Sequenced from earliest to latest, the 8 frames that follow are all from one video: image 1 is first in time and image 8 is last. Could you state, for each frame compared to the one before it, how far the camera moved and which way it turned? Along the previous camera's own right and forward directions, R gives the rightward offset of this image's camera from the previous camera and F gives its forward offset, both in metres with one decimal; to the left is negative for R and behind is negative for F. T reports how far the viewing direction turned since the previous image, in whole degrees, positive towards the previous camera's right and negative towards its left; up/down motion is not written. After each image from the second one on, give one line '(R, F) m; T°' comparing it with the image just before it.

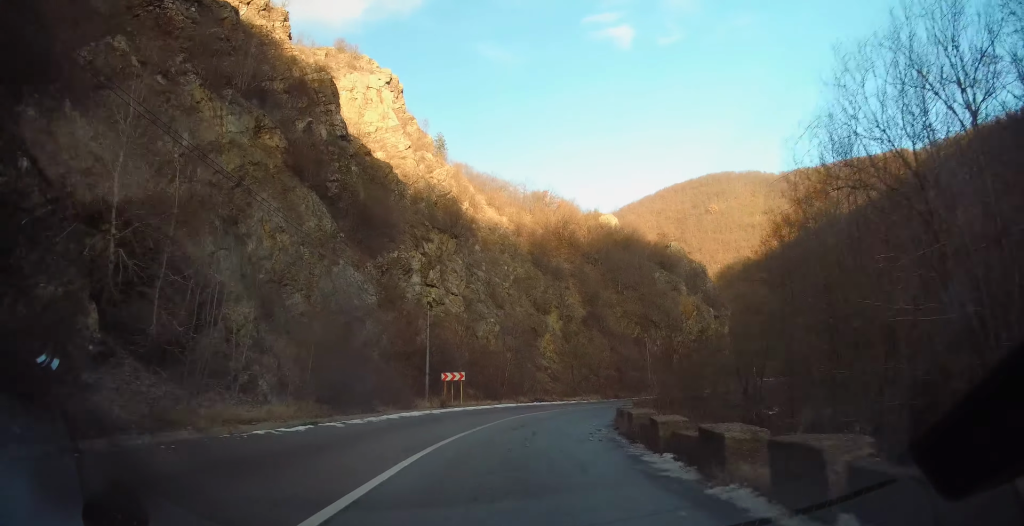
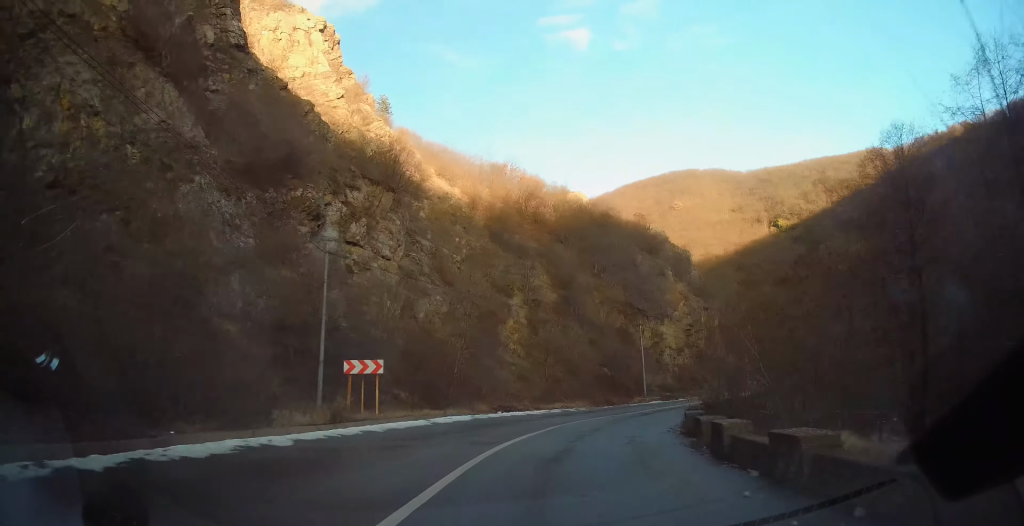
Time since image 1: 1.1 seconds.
(+0.3, +16.0) m; +8°
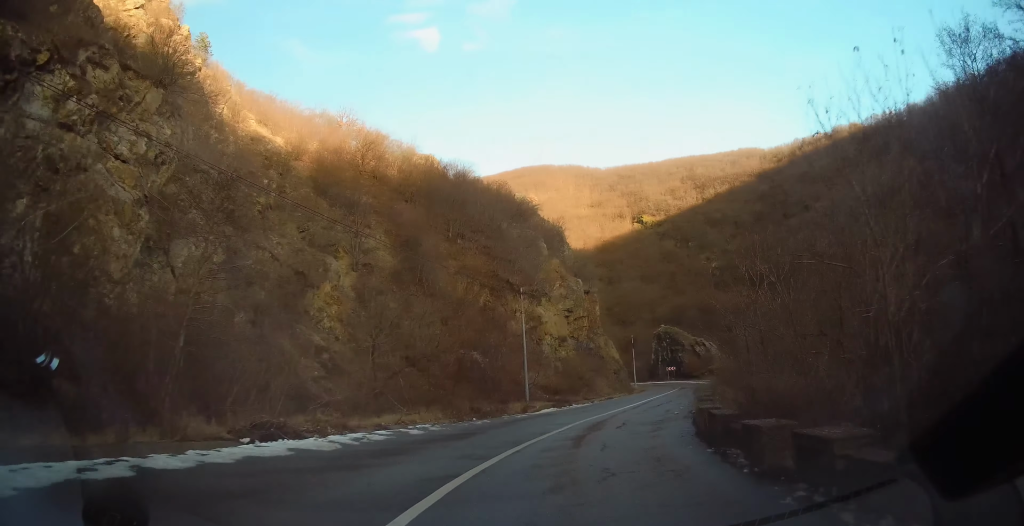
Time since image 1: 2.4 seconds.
(+2.8, +16.6) m; +18°
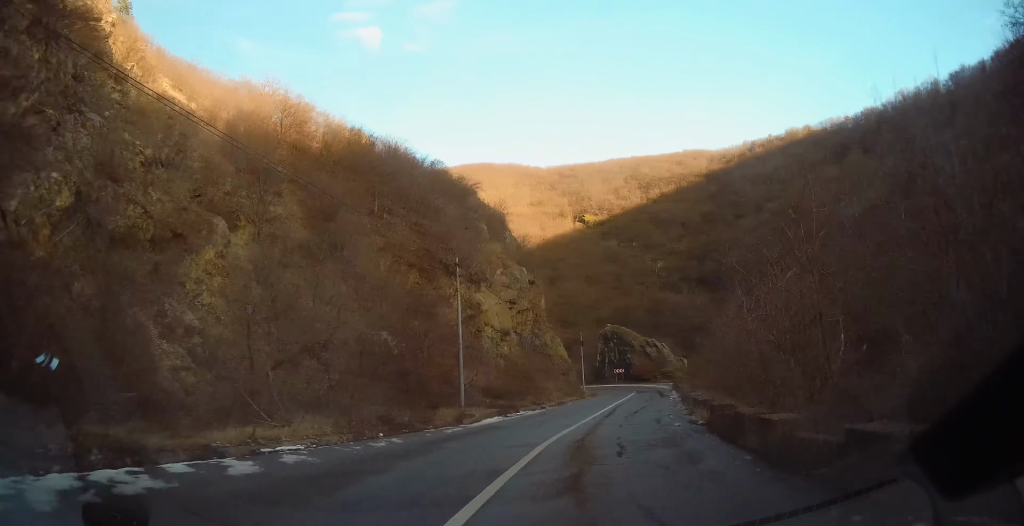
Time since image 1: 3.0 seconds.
(+0.7, +7.6) m; +8°
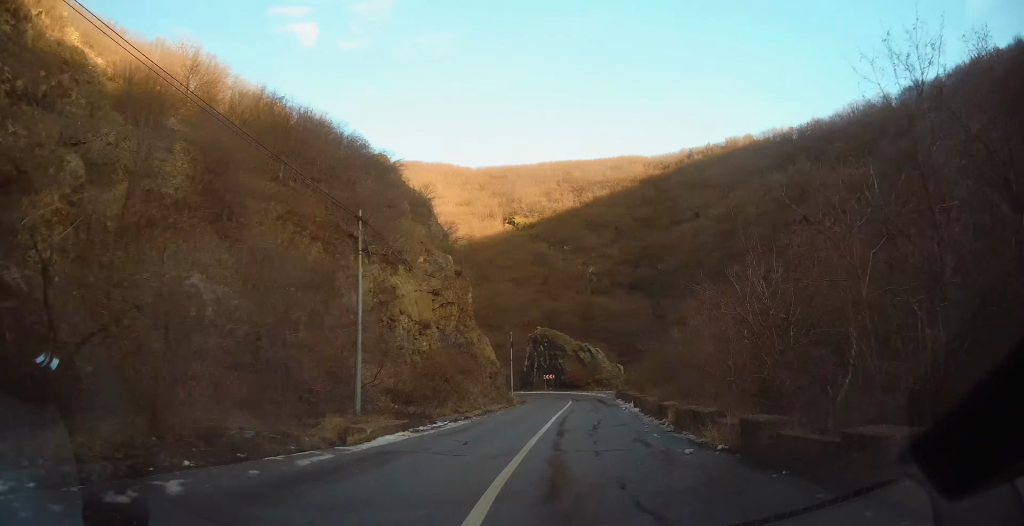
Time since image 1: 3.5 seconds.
(+0.5, +6.5) m; +6°
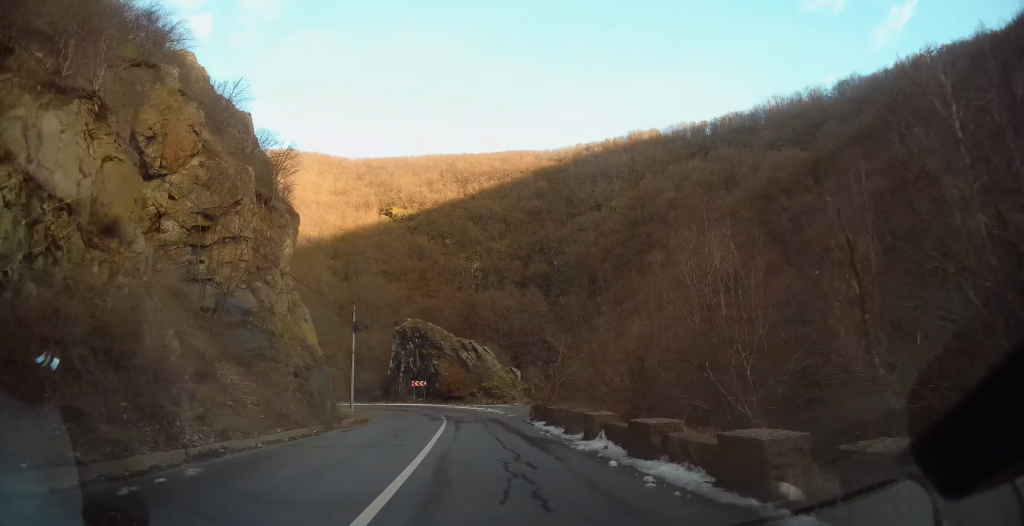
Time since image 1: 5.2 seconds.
(+2.1, +20.5) m; +5°
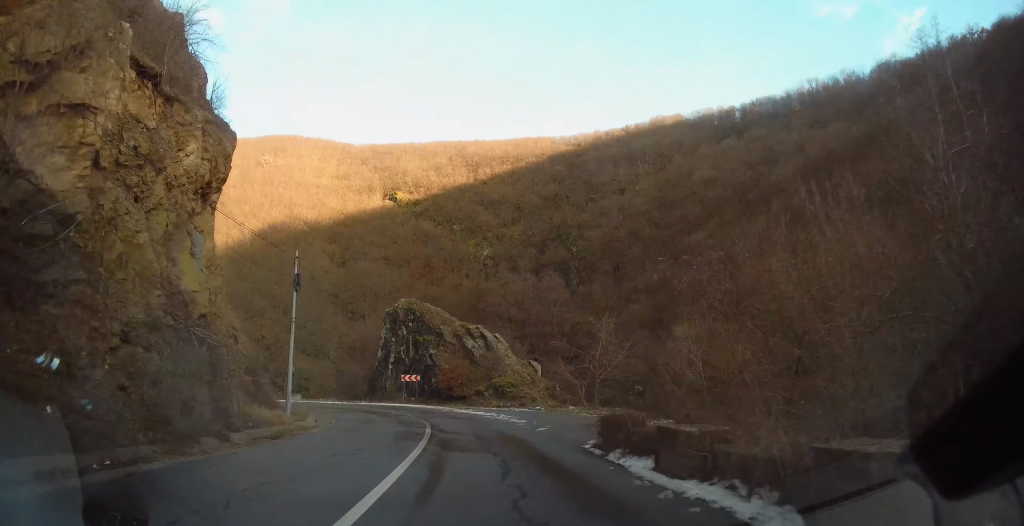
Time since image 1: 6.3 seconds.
(-0.4, +12.2) m; 0°
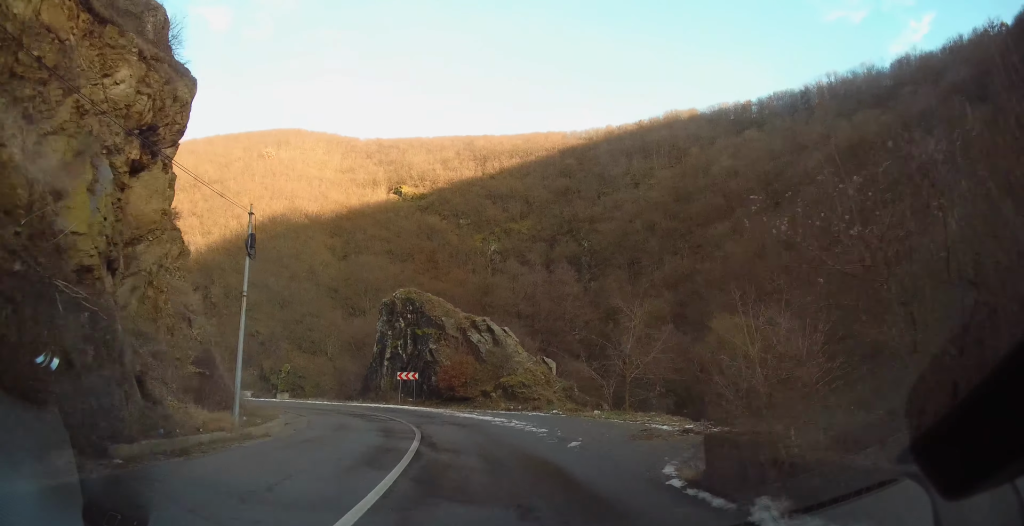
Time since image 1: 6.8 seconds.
(+0.4, +5.2) m; -2°
